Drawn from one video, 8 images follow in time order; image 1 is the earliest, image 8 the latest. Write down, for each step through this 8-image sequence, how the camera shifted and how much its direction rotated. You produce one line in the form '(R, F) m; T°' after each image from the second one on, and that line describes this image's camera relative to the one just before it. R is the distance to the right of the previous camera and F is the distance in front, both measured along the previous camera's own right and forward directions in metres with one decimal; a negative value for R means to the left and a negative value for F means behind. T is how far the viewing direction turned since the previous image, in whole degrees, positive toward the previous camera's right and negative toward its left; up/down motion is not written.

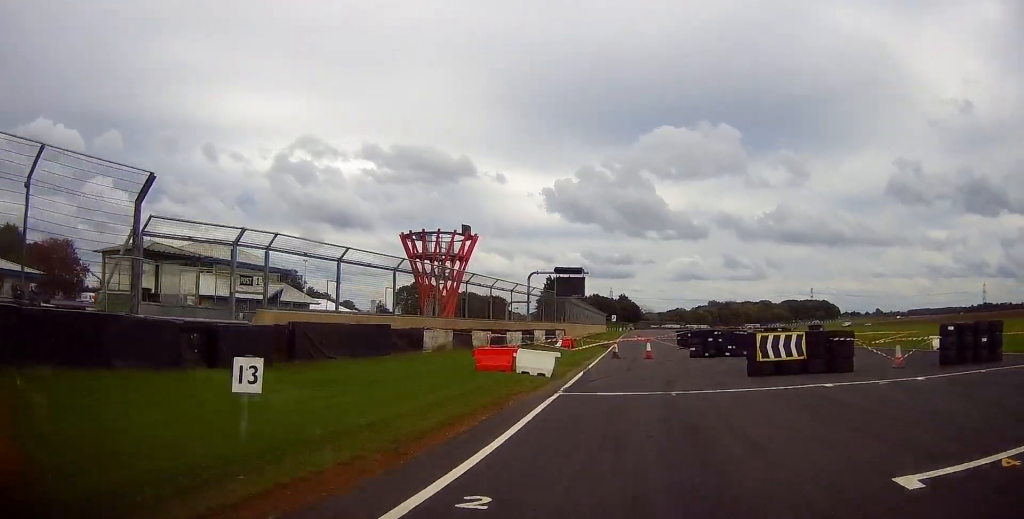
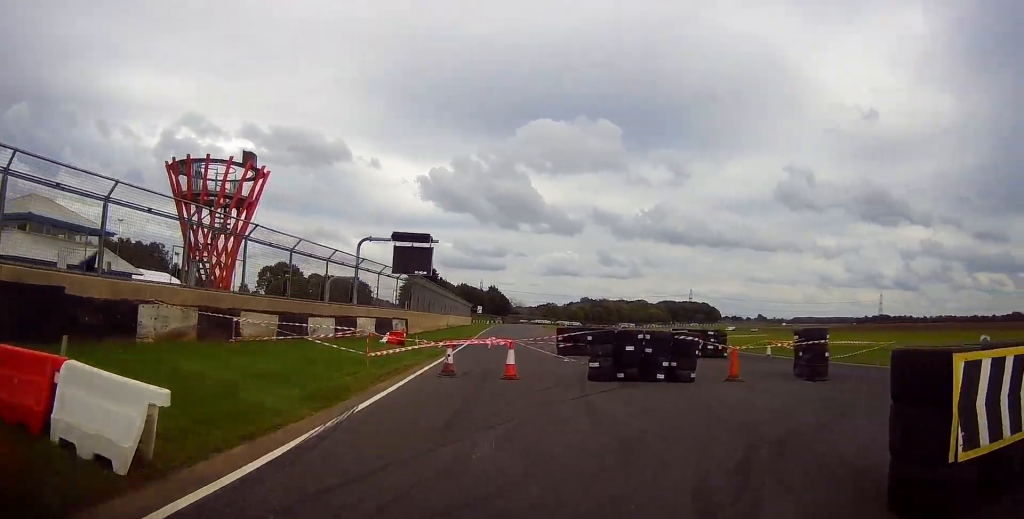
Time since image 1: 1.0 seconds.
(+0.8, +12.6) m; +15°
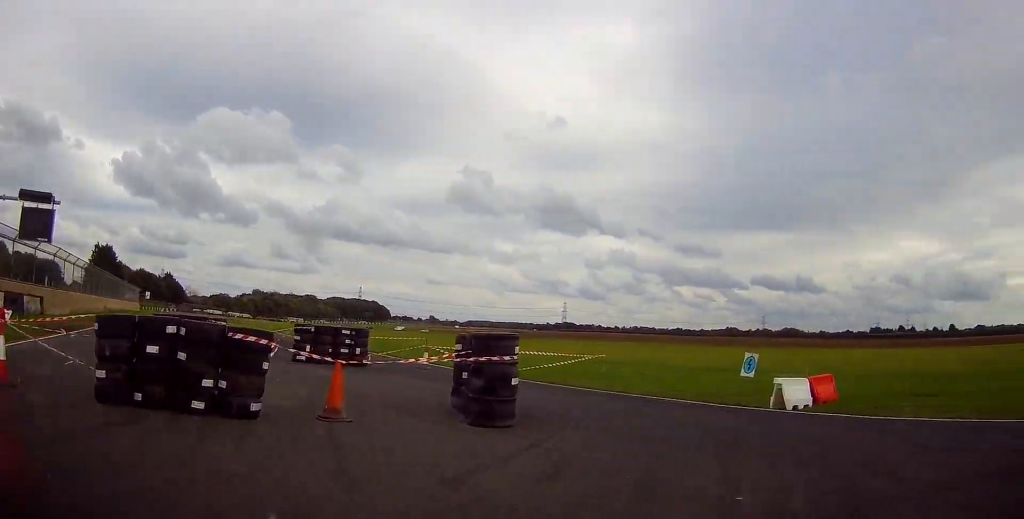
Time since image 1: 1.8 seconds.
(+1.3, +6.8) m; +15°
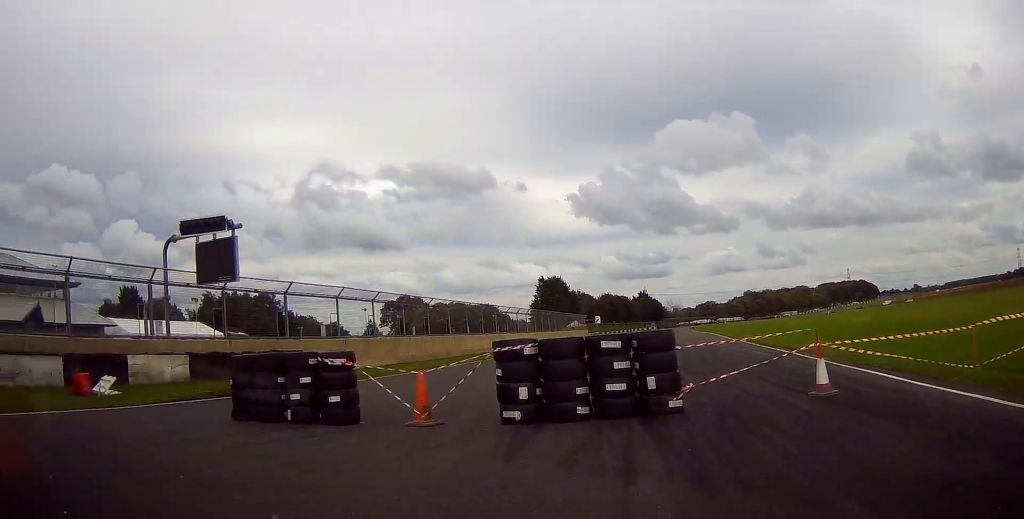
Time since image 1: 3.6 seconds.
(-0.2, +11.8) m; -36°
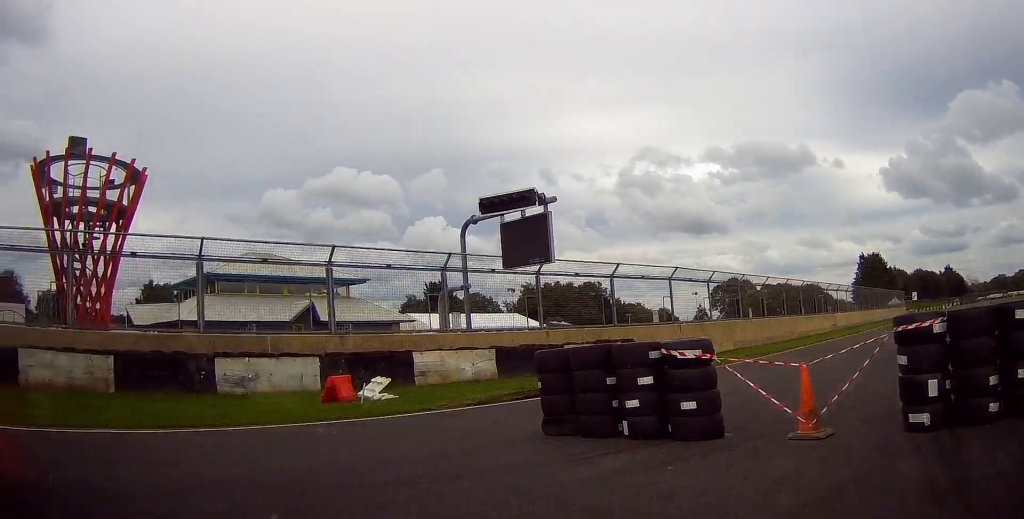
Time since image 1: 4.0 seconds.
(-0.7, +2.6) m; -18°
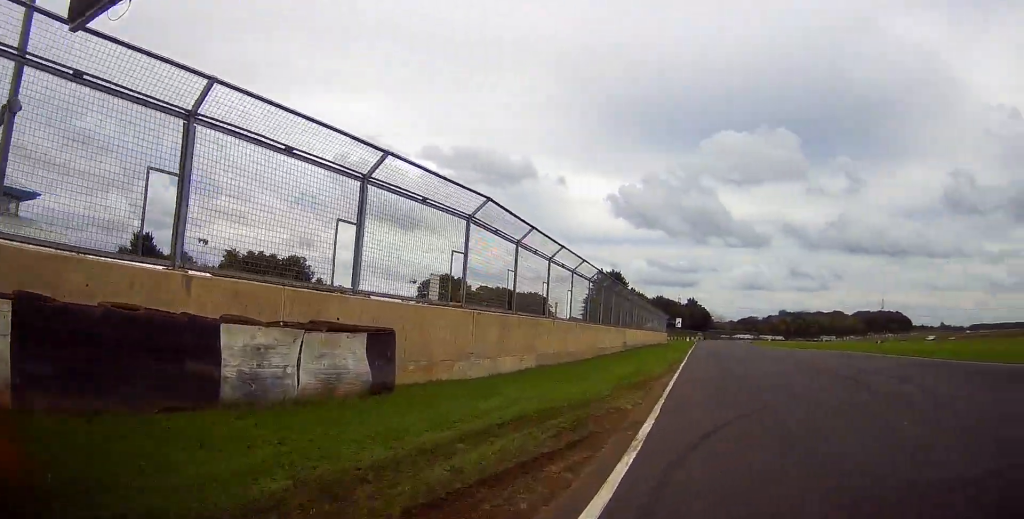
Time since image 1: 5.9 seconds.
(-1.8, +13.7) m; +13°
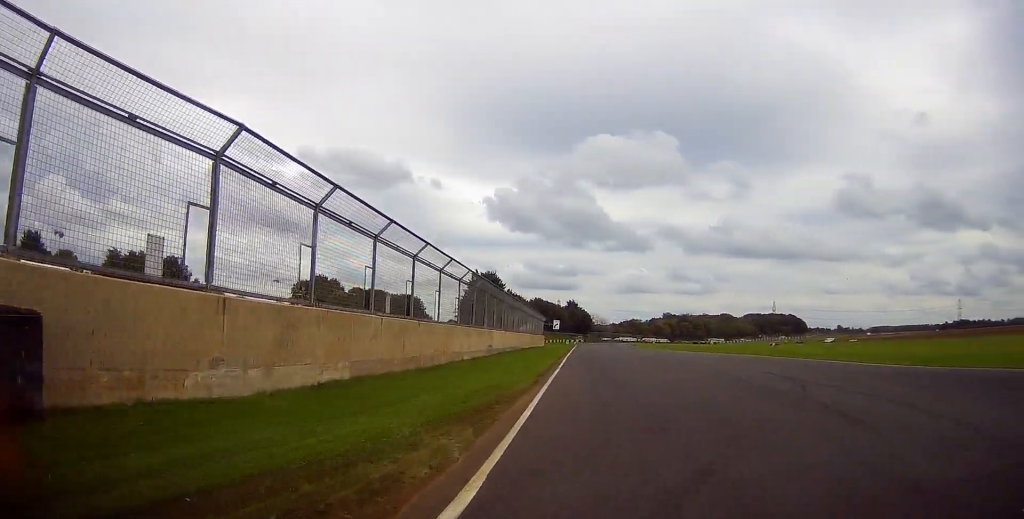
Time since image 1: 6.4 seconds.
(+0.4, +4.8) m; +10°
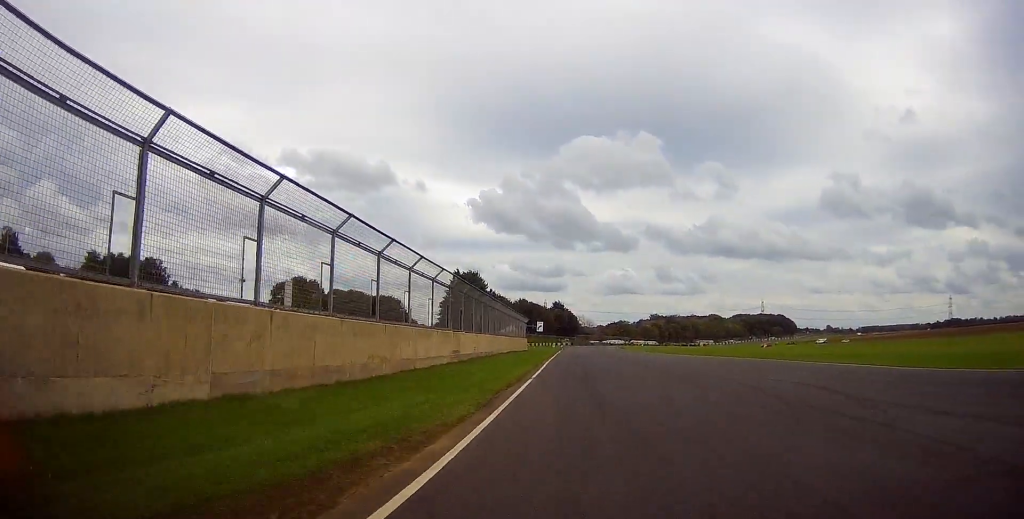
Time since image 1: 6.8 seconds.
(+0.7, +4.8) m; +4°
